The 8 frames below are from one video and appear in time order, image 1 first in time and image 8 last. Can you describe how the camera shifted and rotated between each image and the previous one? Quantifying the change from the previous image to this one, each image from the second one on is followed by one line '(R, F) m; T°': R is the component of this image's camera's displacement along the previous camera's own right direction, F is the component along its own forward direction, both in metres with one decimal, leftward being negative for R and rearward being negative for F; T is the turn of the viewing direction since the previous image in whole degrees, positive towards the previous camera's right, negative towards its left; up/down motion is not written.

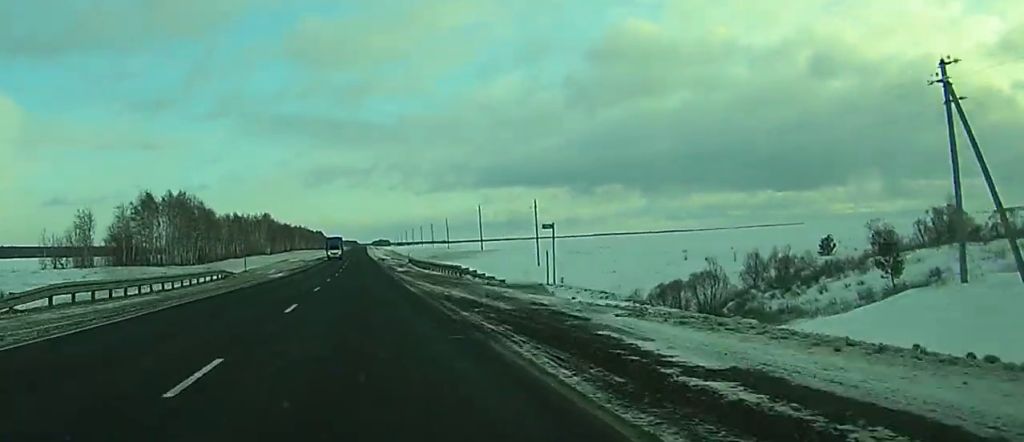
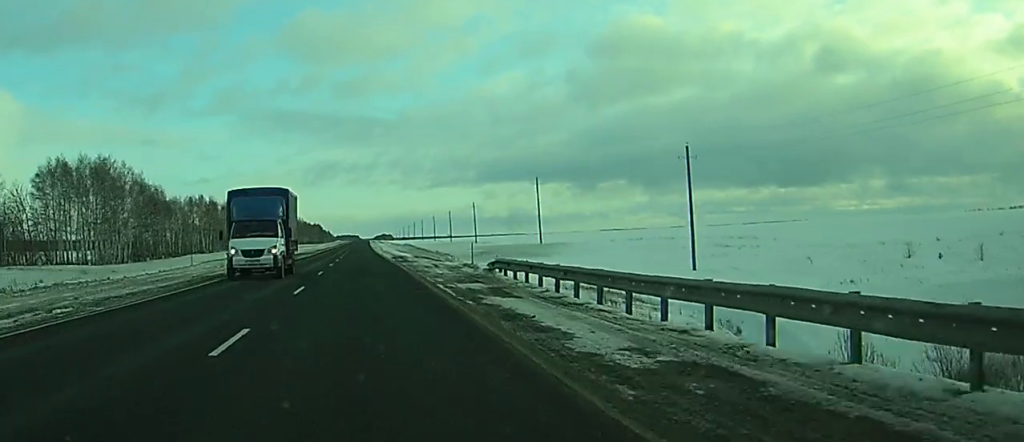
(-0.2, +57.6) m; 0°
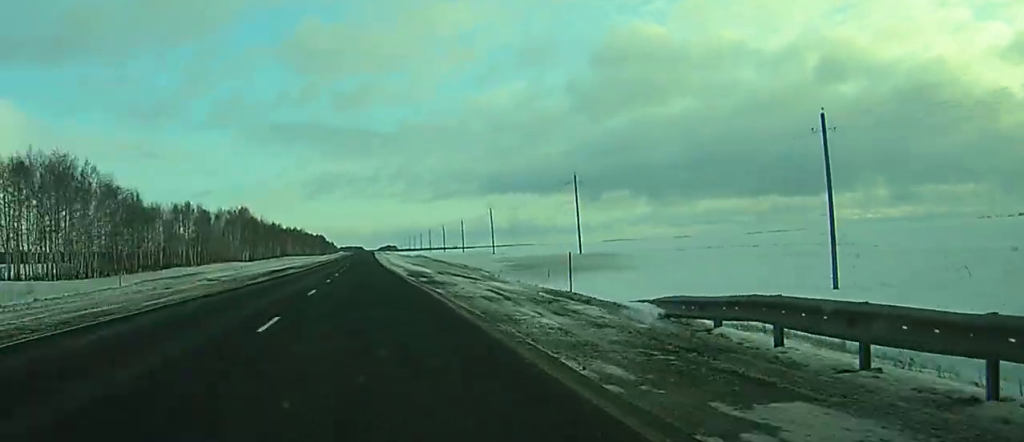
(0.0, +19.9) m; 0°
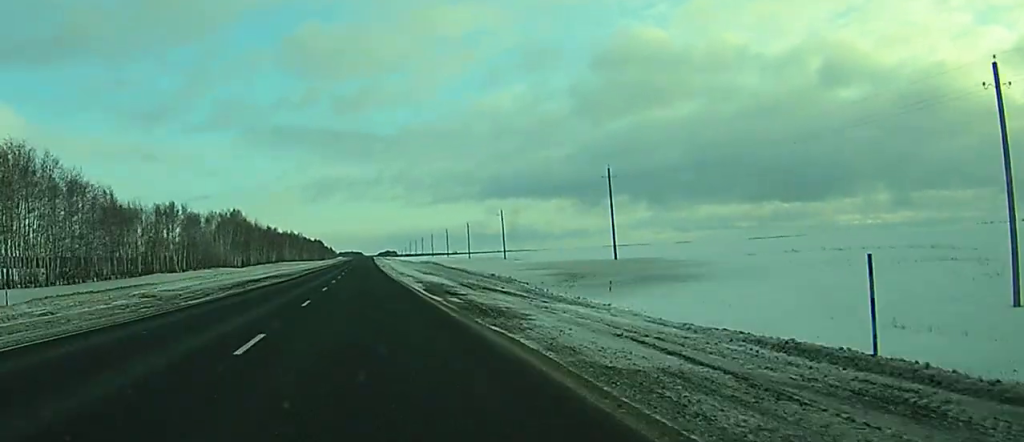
(0.0, +14.4) m; 0°
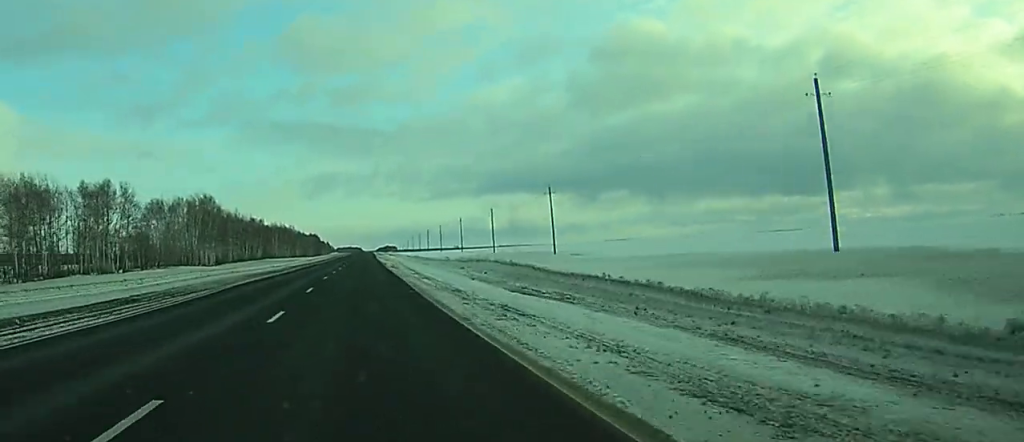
(+0.1, +42.2) m; 0°
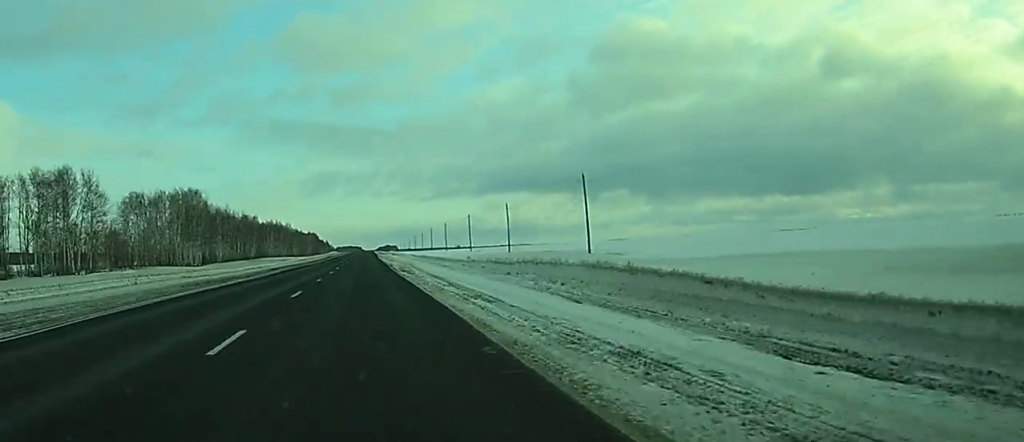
(0.0, +17.8) m; 0°
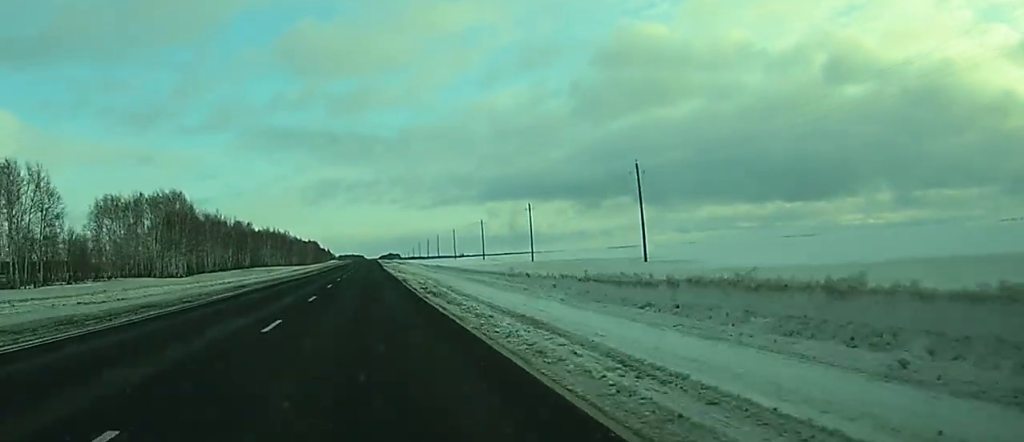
(-0.1, +19.0) m; 0°
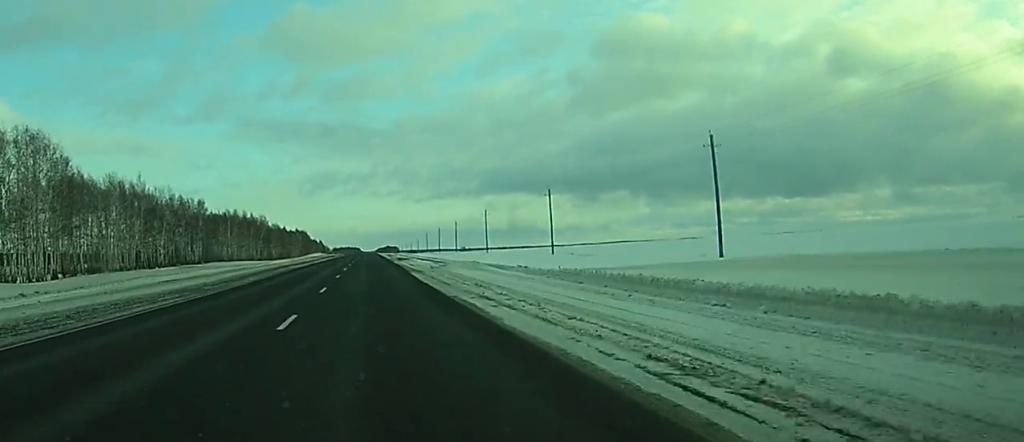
(+0.1, +72.9) m; 0°
